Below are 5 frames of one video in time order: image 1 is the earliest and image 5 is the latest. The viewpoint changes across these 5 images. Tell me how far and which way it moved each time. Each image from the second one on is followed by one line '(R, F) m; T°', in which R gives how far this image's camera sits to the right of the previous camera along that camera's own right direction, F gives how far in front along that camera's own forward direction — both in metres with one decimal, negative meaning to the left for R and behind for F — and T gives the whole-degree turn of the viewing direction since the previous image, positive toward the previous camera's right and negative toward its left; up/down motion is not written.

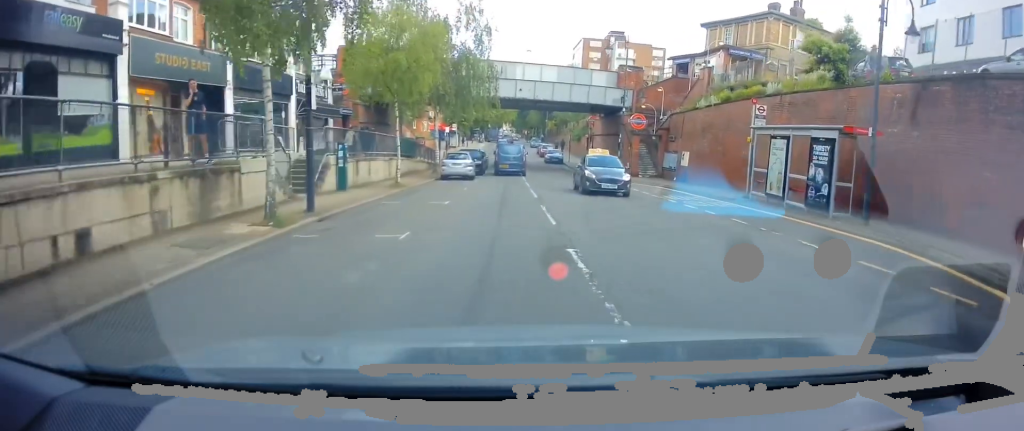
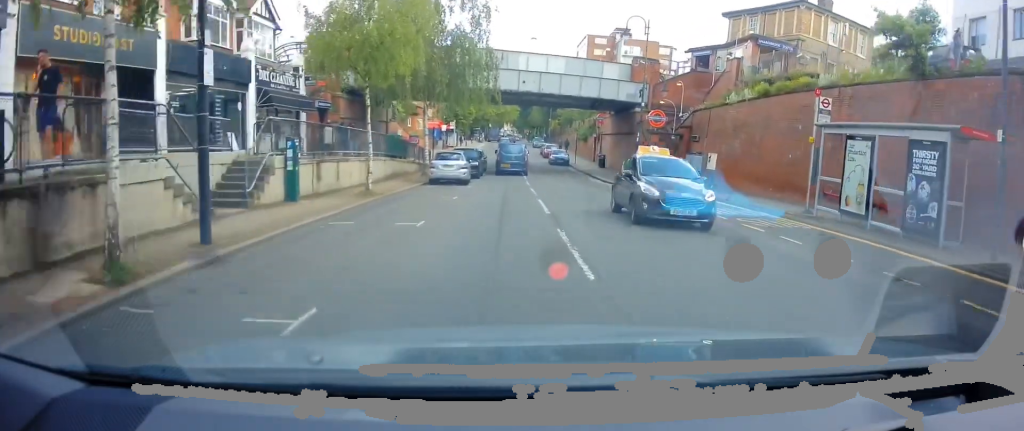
(-0.1, +4.5) m; 0°
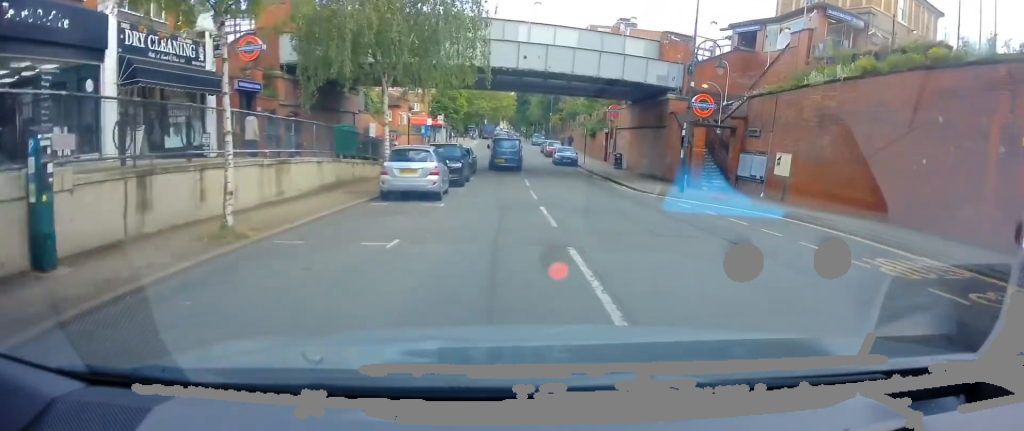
(+0.1, +8.9) m; -1°
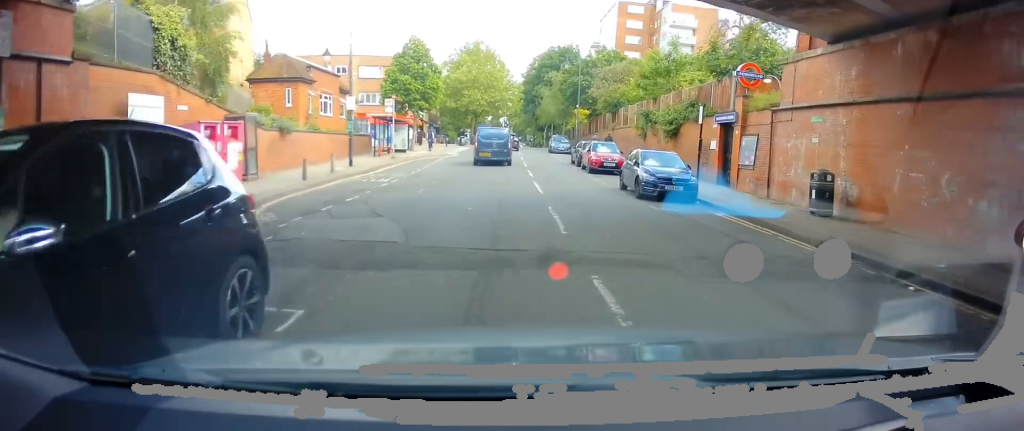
(+0.3, +28.7) m; +1°
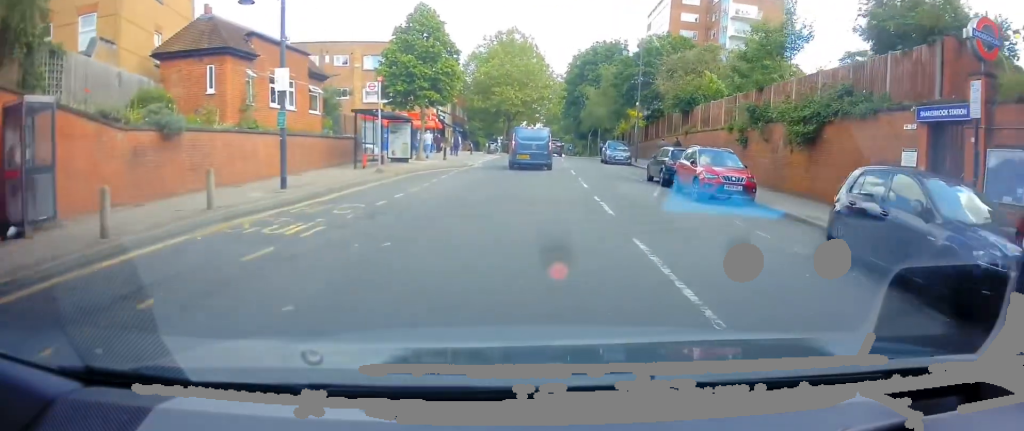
(-0.4, +12.8) m; -4°
